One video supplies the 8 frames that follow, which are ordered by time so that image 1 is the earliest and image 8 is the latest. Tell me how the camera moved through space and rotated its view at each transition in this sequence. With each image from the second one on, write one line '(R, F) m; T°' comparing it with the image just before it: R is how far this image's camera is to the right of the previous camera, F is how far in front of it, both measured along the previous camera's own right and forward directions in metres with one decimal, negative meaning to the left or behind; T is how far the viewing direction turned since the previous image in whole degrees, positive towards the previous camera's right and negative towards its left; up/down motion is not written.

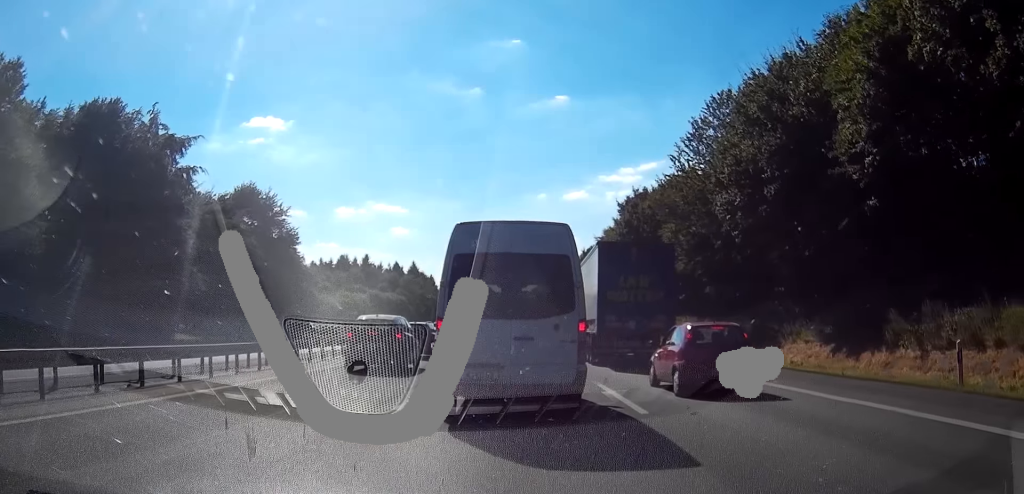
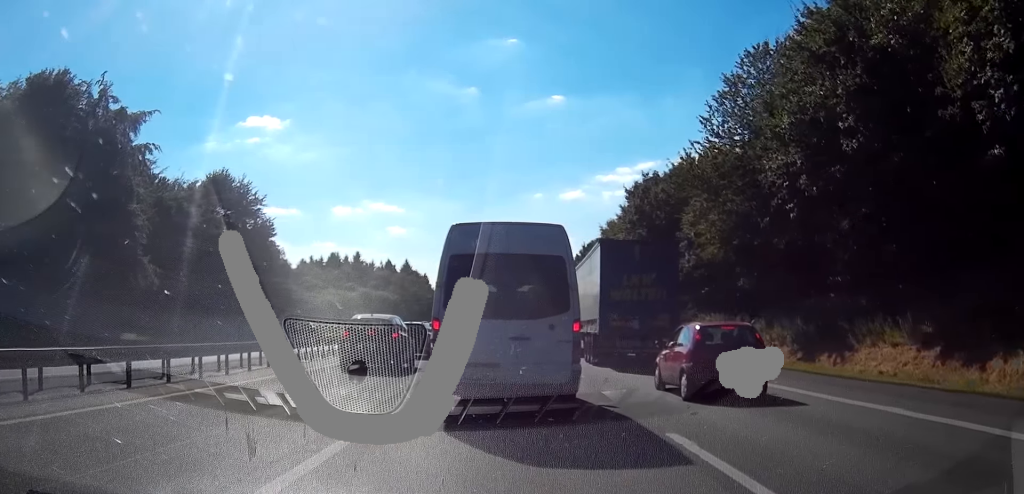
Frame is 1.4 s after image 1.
(+0.2, +8.2) m; +1°
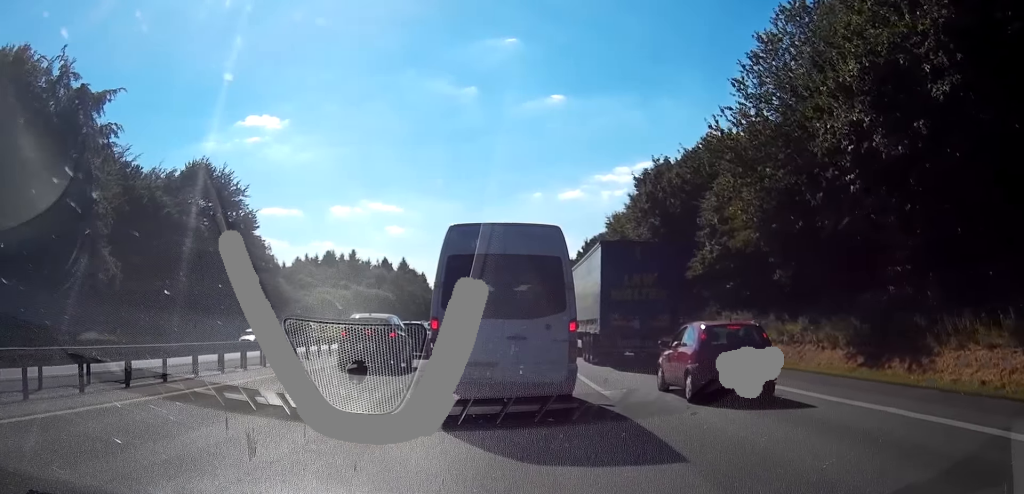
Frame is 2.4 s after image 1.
(-0.1, +5.8) m; -2°
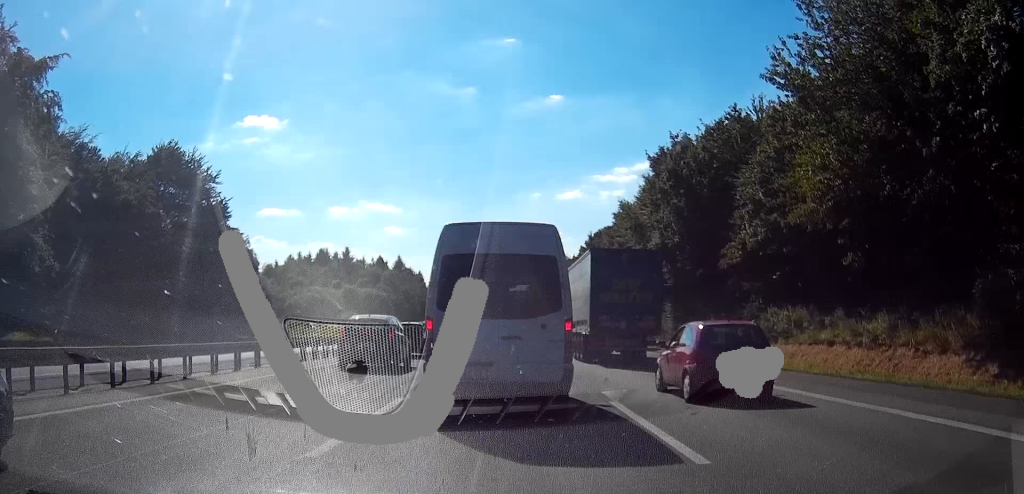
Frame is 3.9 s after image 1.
(0.0, +7.9) m; +2°
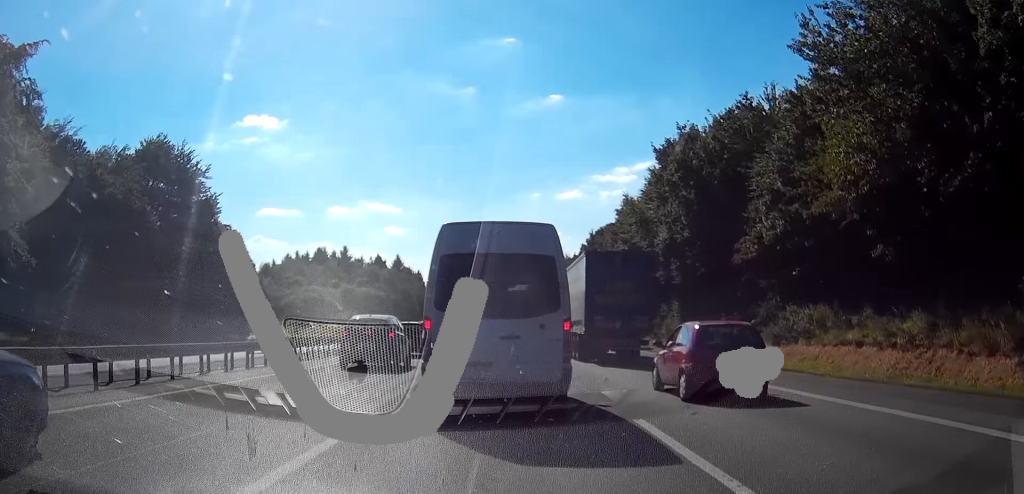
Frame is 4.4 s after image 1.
(0.0, +2.6) m; +2°
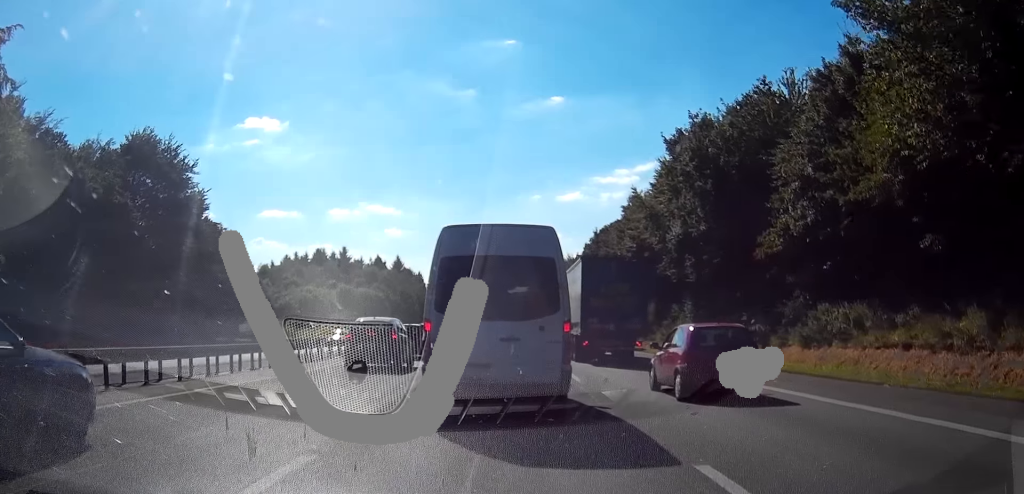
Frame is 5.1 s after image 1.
(+0.1, +3.4) m; +1°
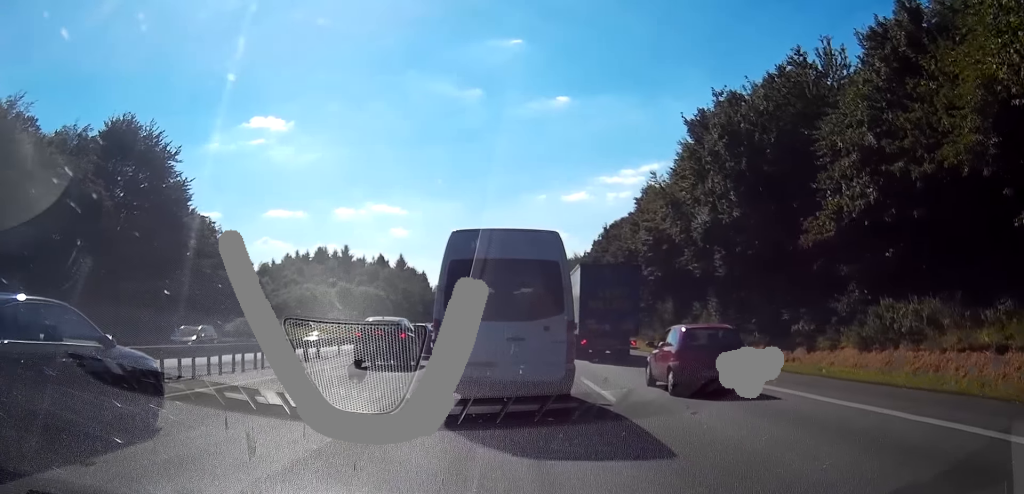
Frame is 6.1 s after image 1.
(0.0, +5.4) m; 0°
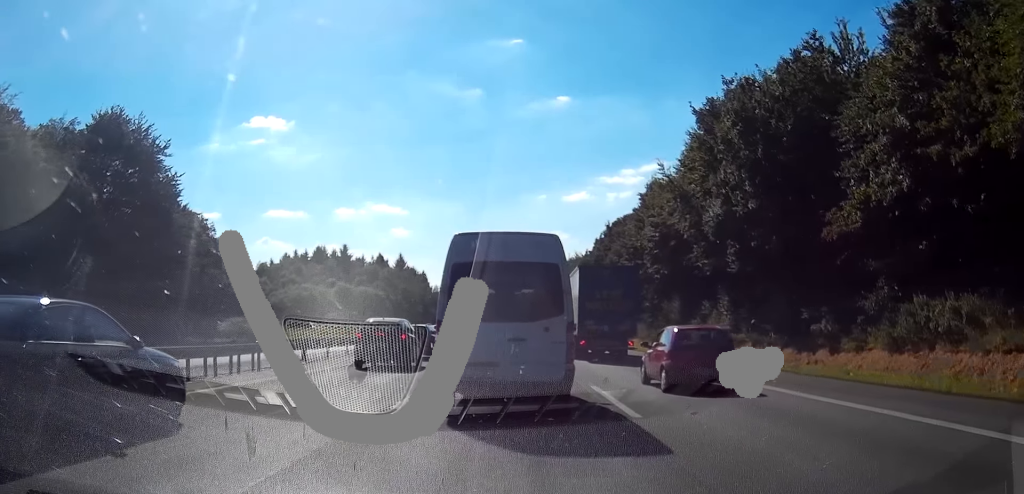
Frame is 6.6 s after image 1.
(0.0, +2.5) m; -1°
